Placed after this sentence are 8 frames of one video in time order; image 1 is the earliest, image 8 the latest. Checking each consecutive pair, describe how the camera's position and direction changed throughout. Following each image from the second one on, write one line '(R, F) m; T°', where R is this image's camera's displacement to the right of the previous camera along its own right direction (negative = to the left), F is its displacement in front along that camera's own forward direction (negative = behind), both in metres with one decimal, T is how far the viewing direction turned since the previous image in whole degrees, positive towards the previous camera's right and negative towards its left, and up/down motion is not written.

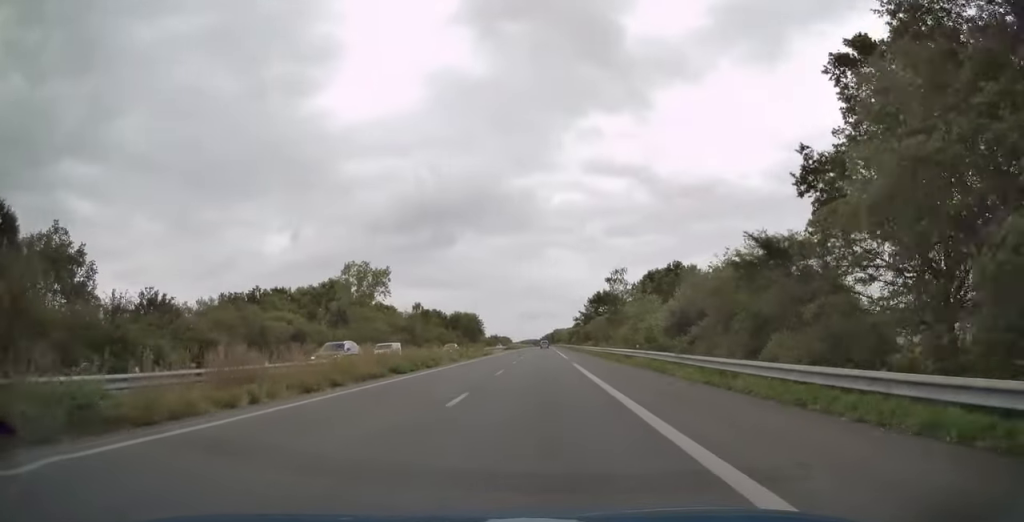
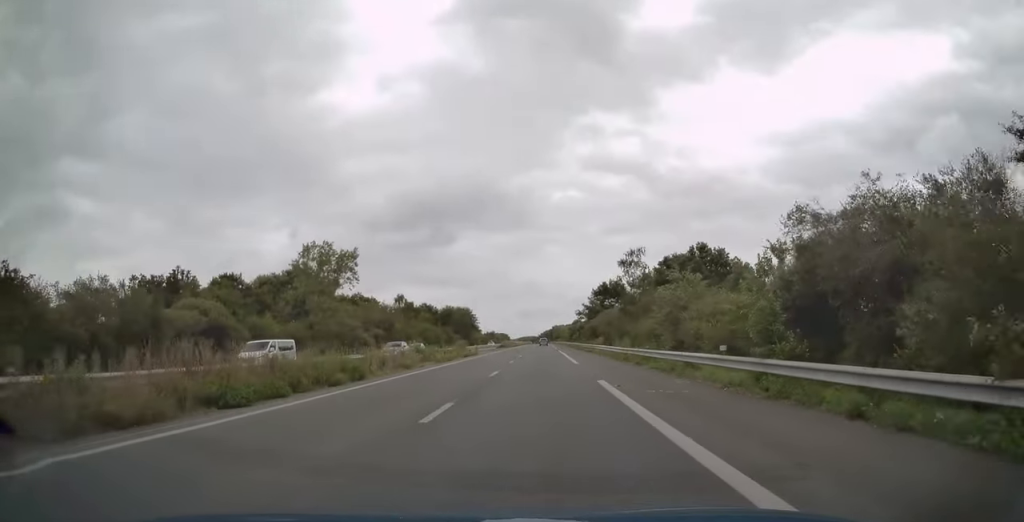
(+0.1, +15.6) m; 0°
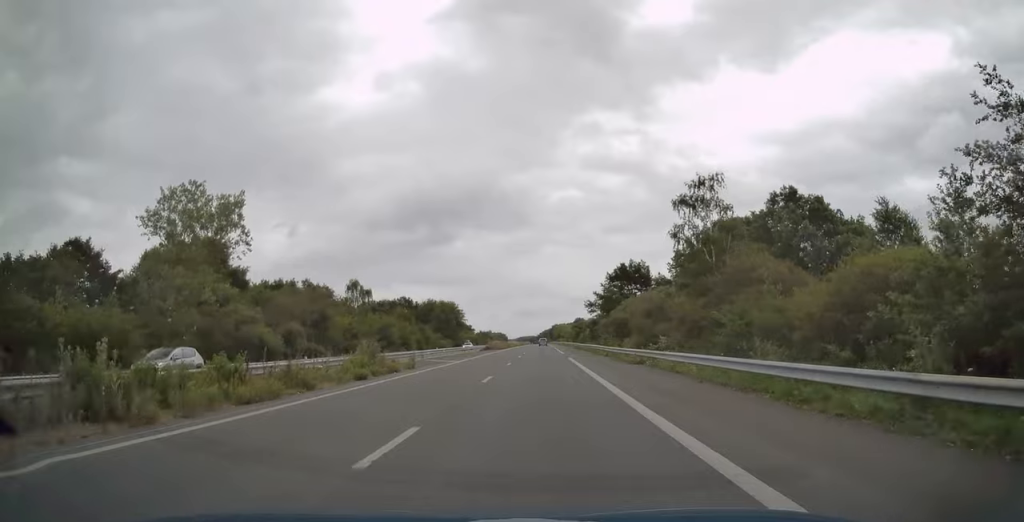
(+0.1, +29.5) m; 0°
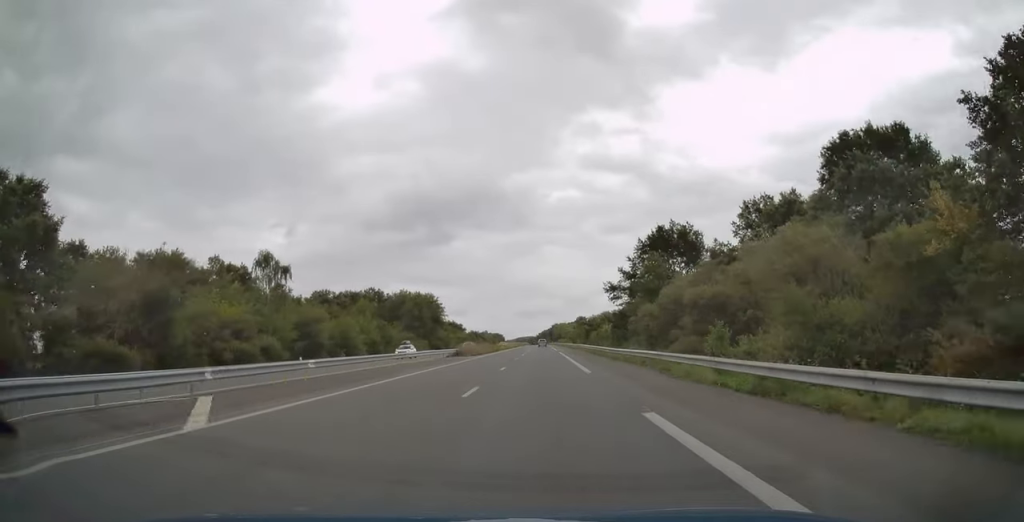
(0.0, +30.6) m; 0°
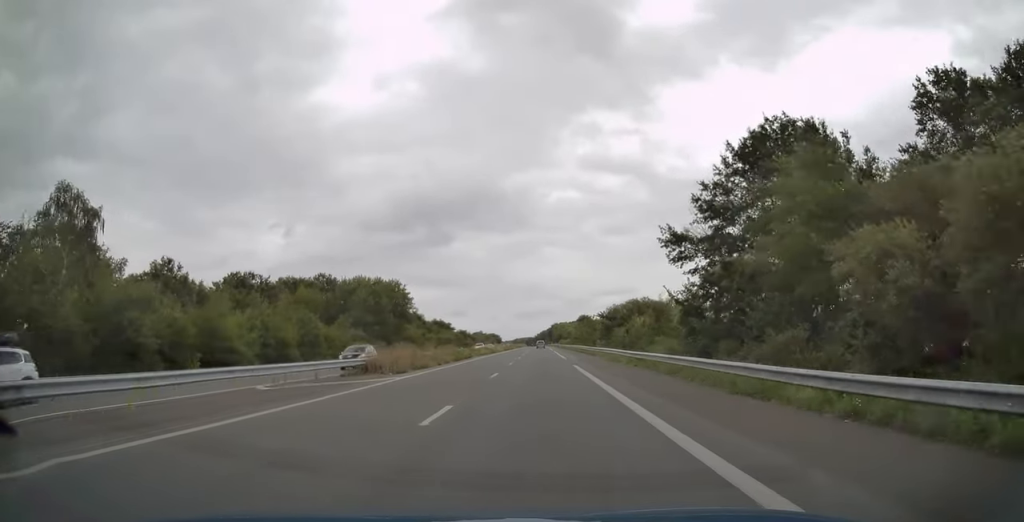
(0.0, +30.6) m; 0°
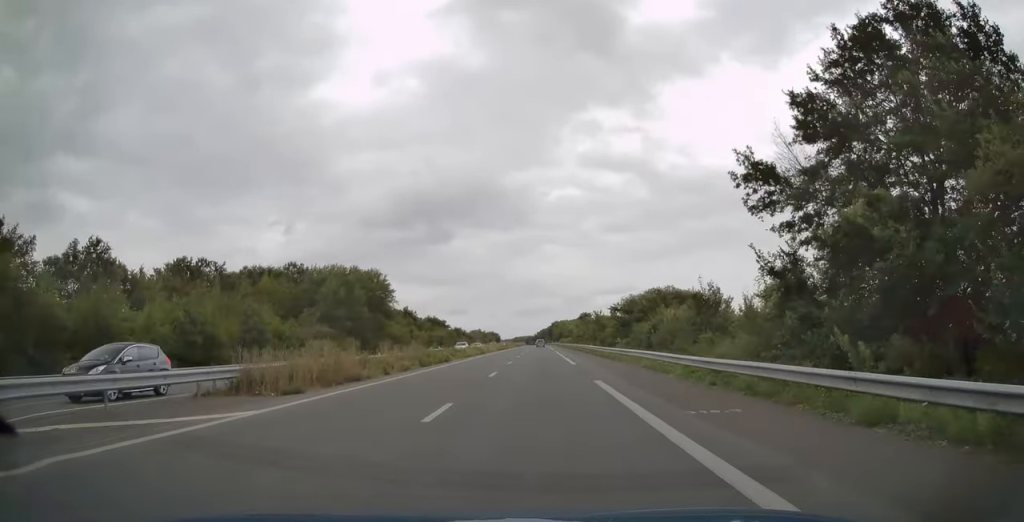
(0.0, +12.9) m; 0°
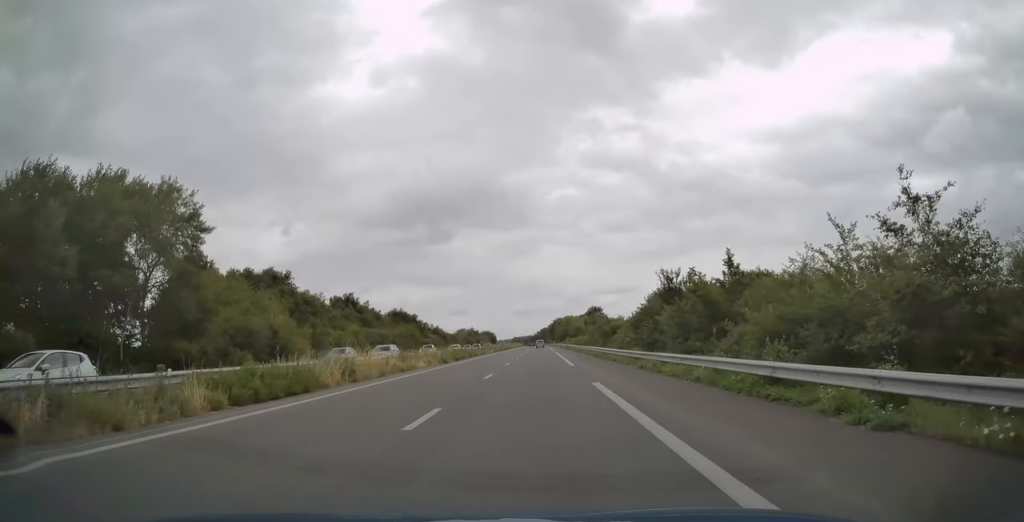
(0.0, +52.7) m; 0°
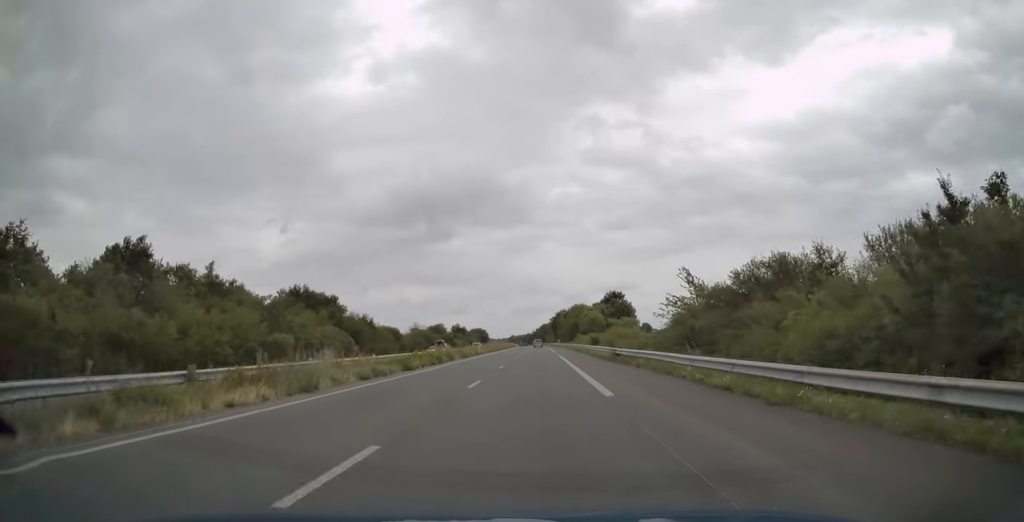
(-0.5, +69.5) m; -1°
